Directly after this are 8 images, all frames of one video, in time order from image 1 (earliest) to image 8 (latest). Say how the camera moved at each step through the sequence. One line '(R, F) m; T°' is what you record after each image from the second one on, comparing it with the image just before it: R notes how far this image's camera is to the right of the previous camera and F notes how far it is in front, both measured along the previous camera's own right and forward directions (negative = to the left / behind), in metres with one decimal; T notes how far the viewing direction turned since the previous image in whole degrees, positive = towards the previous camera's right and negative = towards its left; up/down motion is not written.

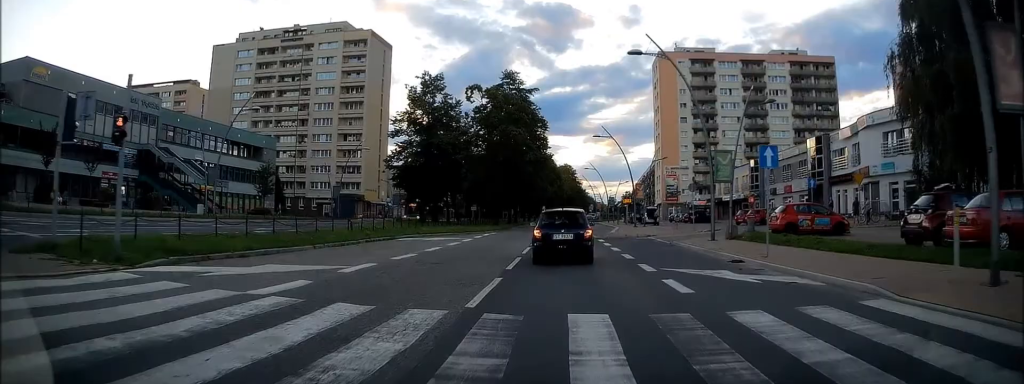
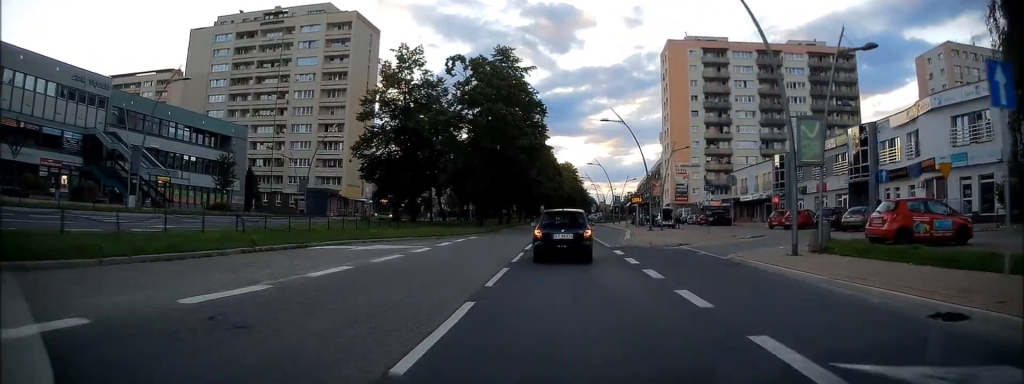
(+0.2, +9.6) m; +2°
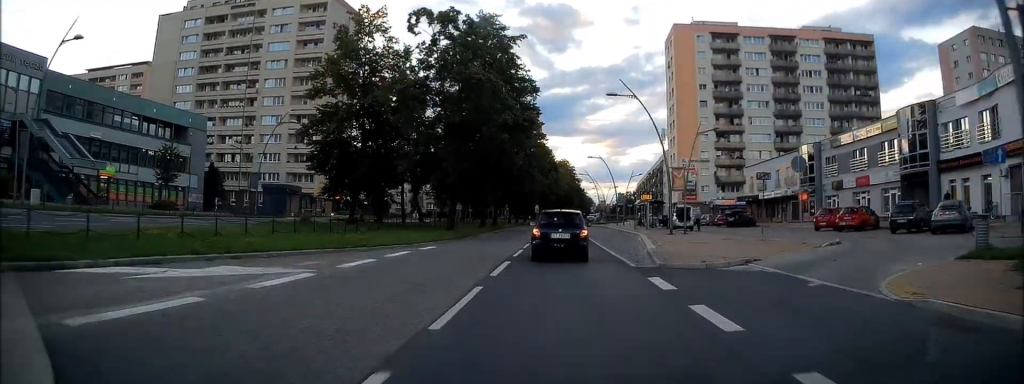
(+0.1, +9.9) m; -1°
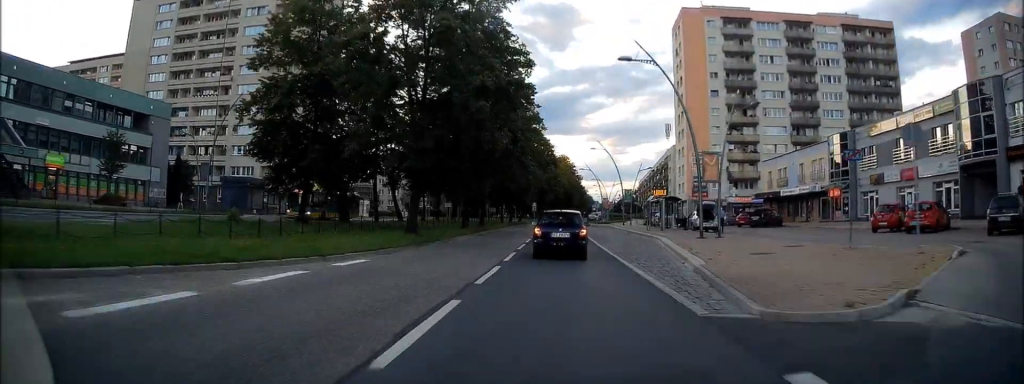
(-0.1, +8.0) m; -1°
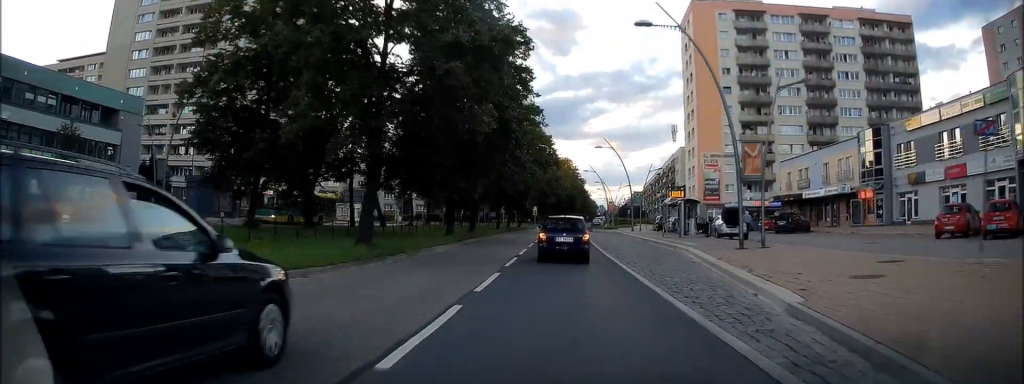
(-0.3, +6.0) m; 0°
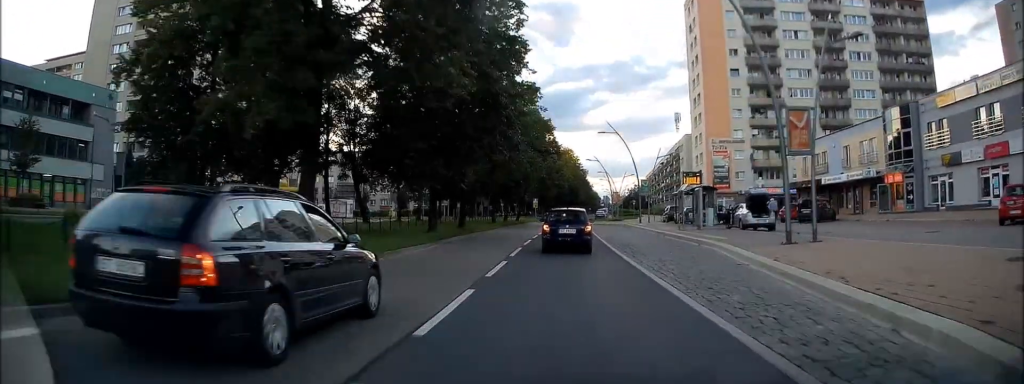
(+0.1, +5.0) m; +1°
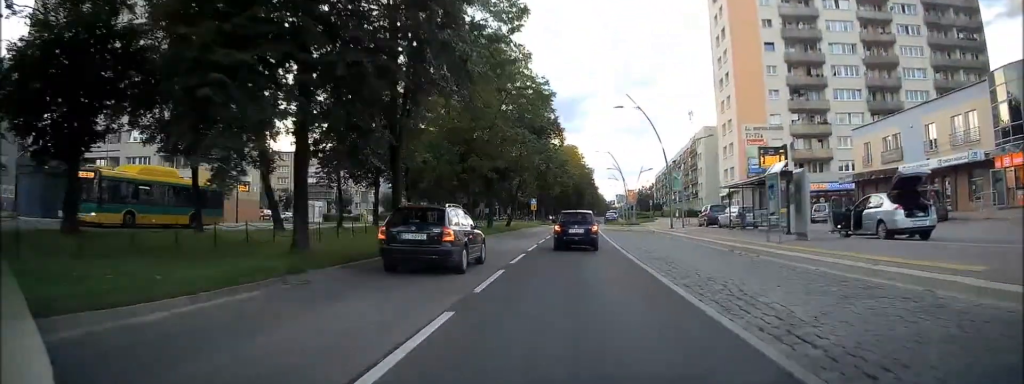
(+0.3, +14.6) m; +1°
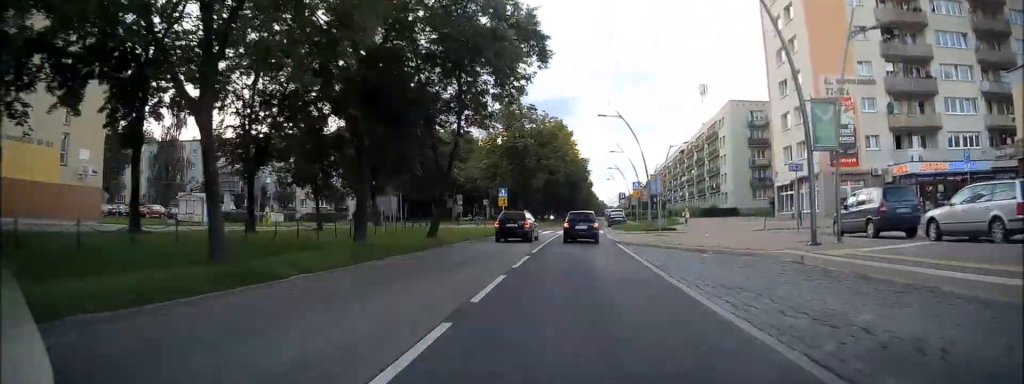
(+0.8, +25.5) m; +3°
